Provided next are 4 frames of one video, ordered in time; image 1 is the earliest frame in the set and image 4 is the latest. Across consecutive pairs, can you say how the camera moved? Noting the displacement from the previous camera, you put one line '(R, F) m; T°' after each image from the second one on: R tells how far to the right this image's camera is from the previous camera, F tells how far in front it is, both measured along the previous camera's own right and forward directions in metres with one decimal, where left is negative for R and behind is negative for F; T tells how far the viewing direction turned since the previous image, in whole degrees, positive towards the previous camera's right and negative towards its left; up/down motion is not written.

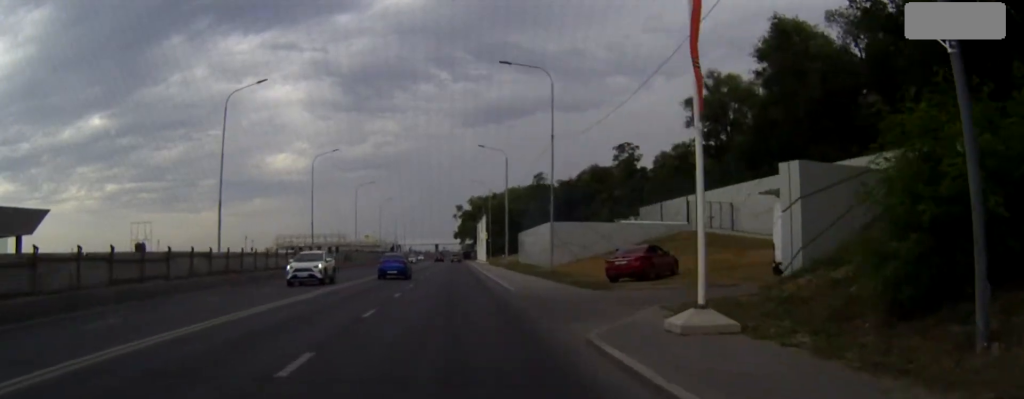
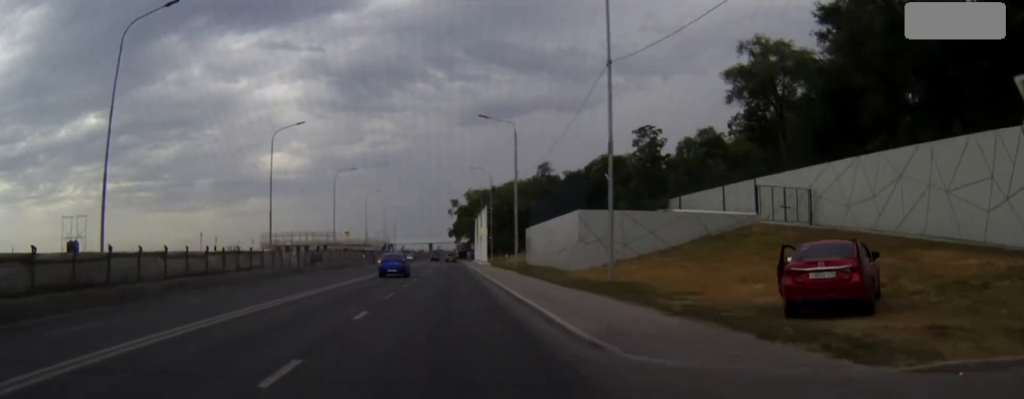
(0.0, +16.6) m; 0°
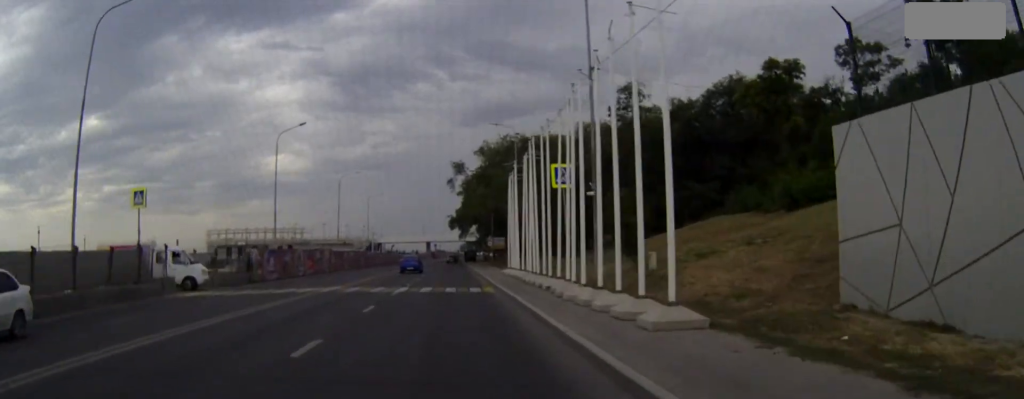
(+0.6, +69.6) m; +1°
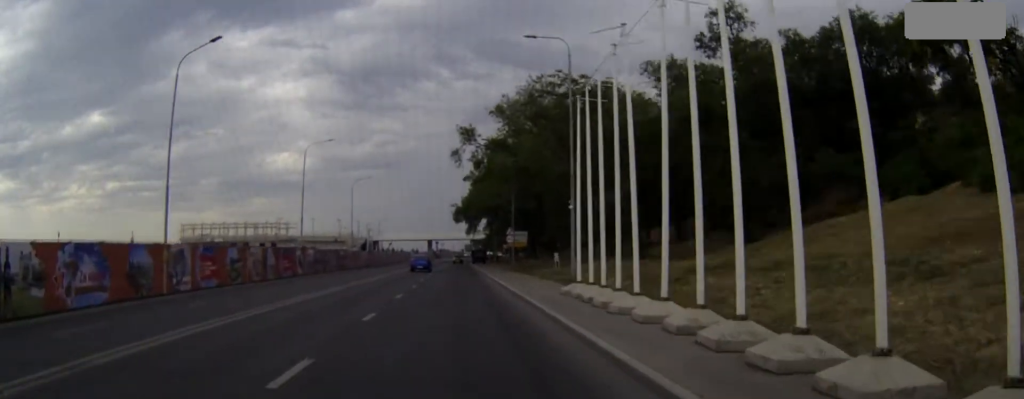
(-0.3, +26.3) m; -1°
